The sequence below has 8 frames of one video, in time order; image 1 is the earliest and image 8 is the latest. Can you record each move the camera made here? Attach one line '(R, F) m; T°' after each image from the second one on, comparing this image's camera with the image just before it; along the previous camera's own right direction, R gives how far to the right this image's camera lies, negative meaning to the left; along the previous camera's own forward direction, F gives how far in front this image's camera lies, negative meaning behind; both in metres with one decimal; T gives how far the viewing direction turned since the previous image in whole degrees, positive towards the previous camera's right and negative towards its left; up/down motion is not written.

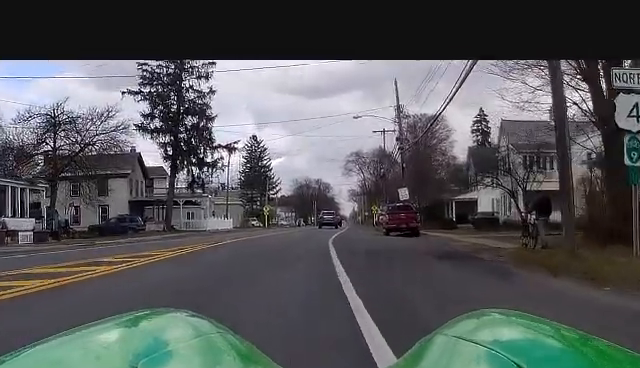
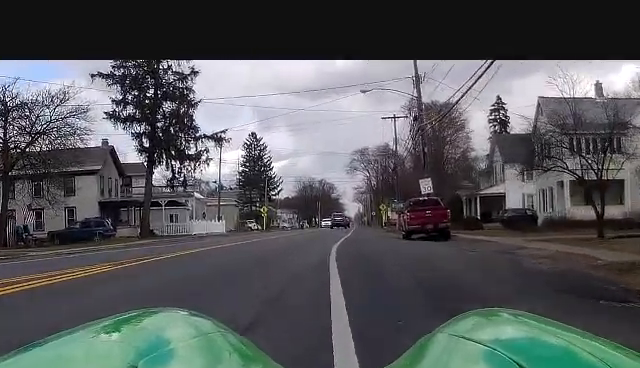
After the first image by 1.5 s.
(+0.1, +11.7) m; +2°
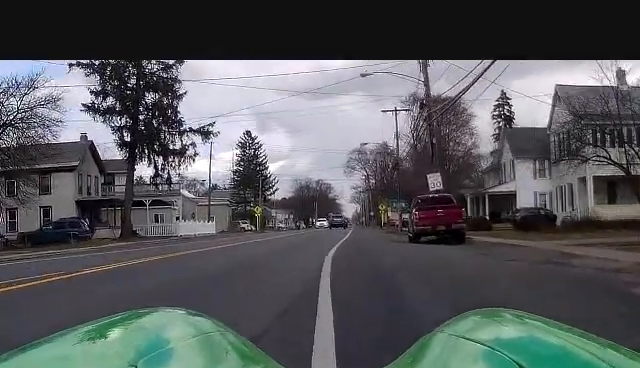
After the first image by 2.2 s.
(+0.3, +5.5) m; -1°
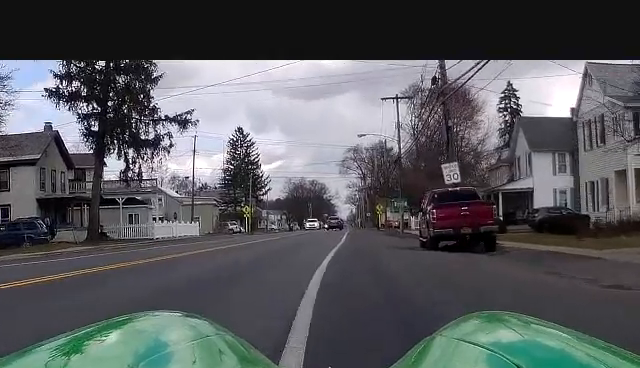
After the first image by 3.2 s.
(-0.4, +7.7) m; -2°
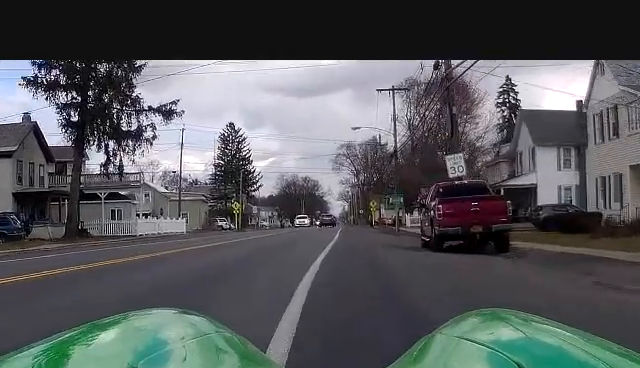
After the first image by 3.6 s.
(0.0, +3.2) m; 0°
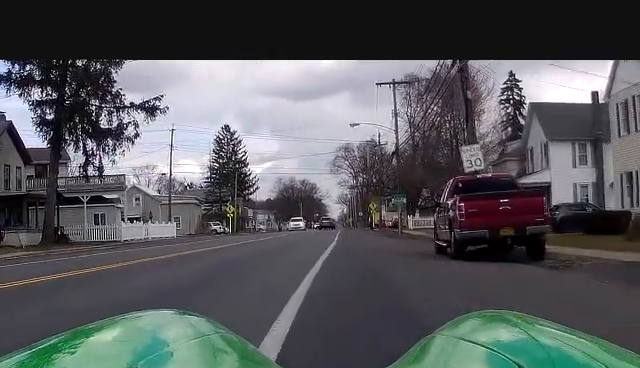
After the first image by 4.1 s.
(+0.1, +4.3) m; +1°
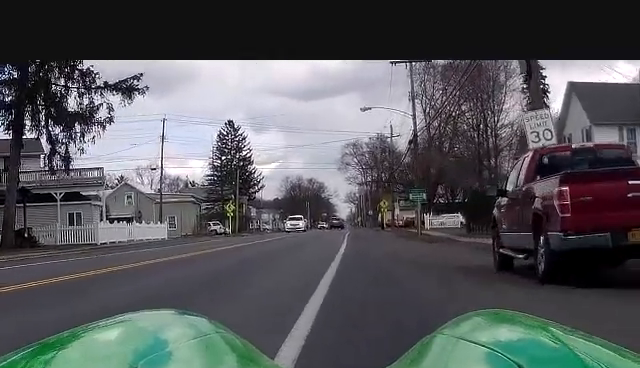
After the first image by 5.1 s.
(+0.1, +7.7) m; +1°
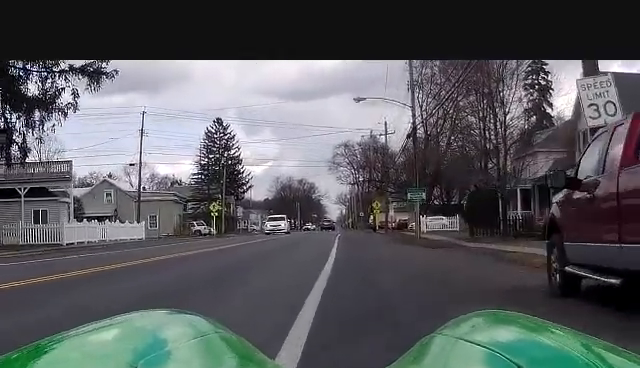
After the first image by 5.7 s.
(0.0, +4.7) m; 0°
